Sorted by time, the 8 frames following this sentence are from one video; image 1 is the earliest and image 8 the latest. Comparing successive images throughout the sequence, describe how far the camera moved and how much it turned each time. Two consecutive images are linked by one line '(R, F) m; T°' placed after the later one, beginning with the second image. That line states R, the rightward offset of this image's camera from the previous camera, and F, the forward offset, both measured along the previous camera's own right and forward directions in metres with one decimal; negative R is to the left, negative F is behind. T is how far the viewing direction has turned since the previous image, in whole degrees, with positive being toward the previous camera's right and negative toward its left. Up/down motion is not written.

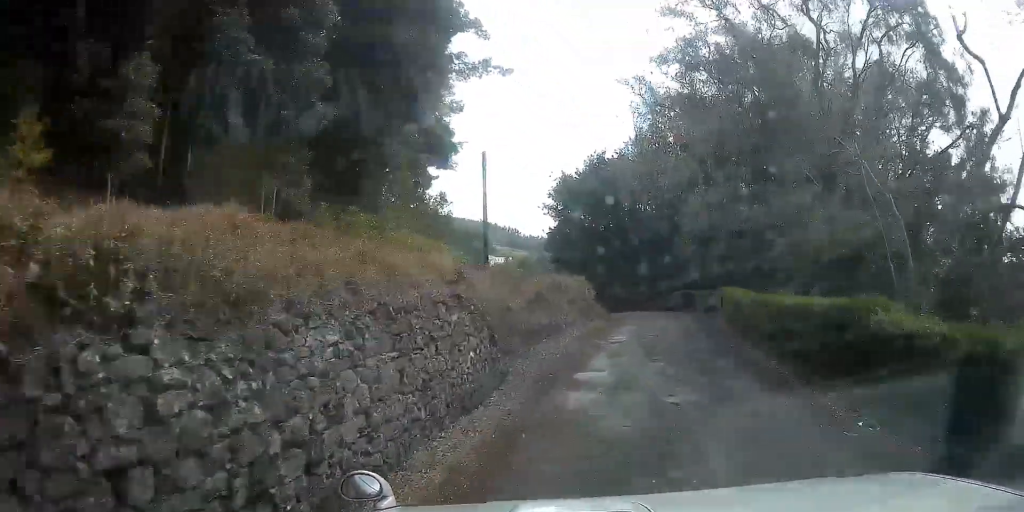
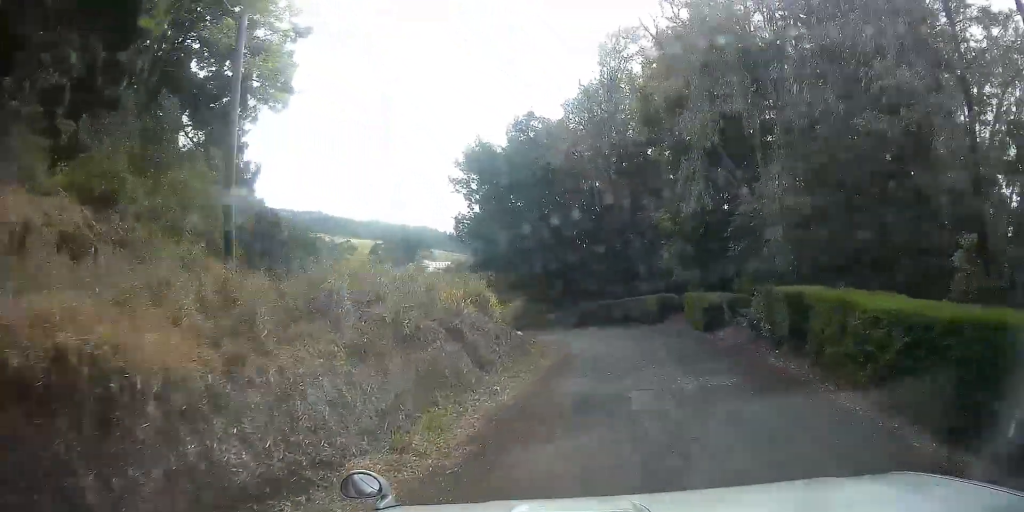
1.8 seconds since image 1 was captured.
(+0.9, +16.2) m; +4°
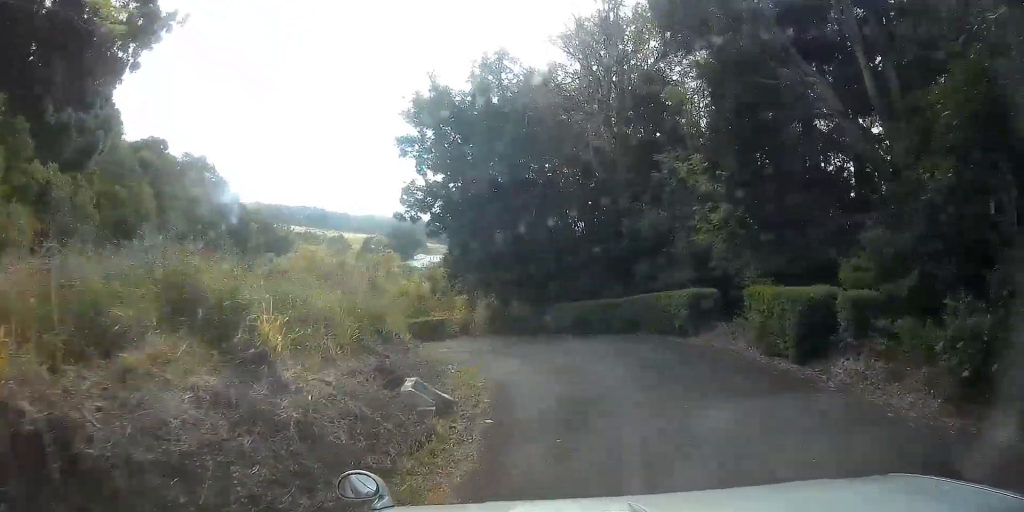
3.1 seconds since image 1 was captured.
(-0.2, +10.0) m; -4°
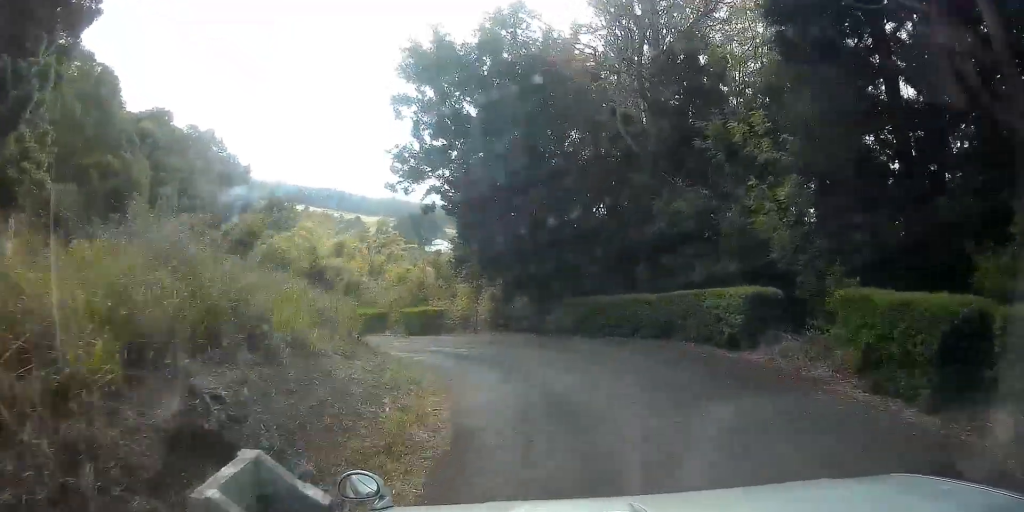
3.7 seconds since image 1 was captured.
(-0.1, +4.5) m; -3°
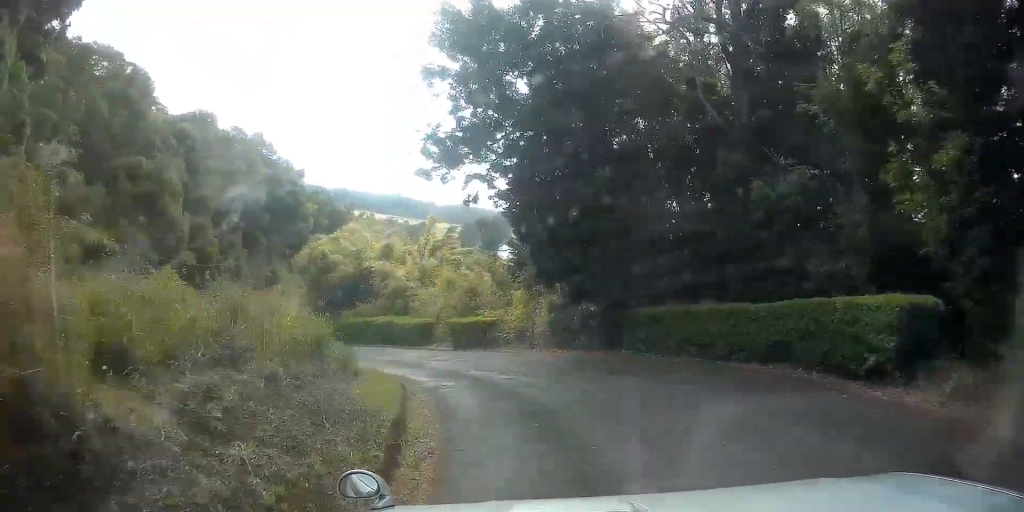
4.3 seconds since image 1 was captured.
(-0.1, +4.5) m; -6°
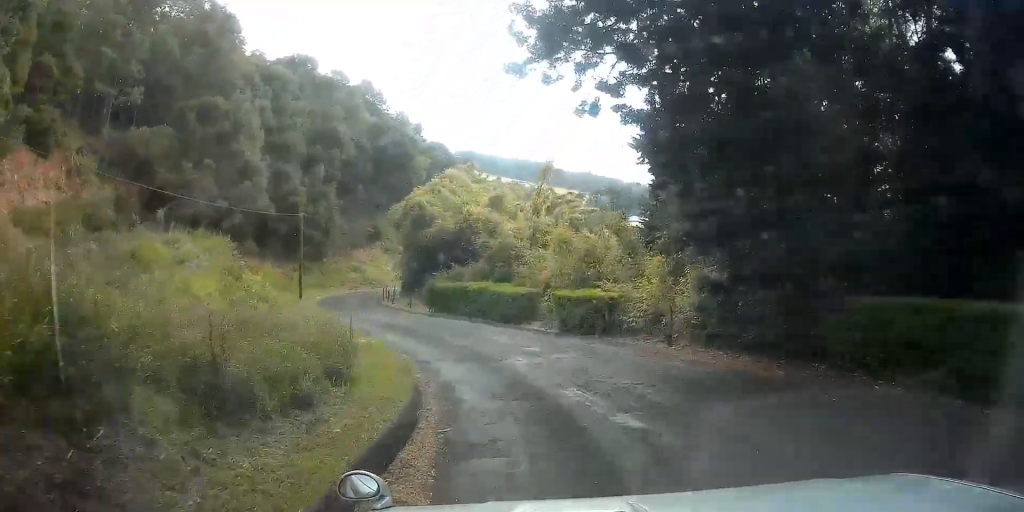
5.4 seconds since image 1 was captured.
(-0.7, +7.3) m; -10°
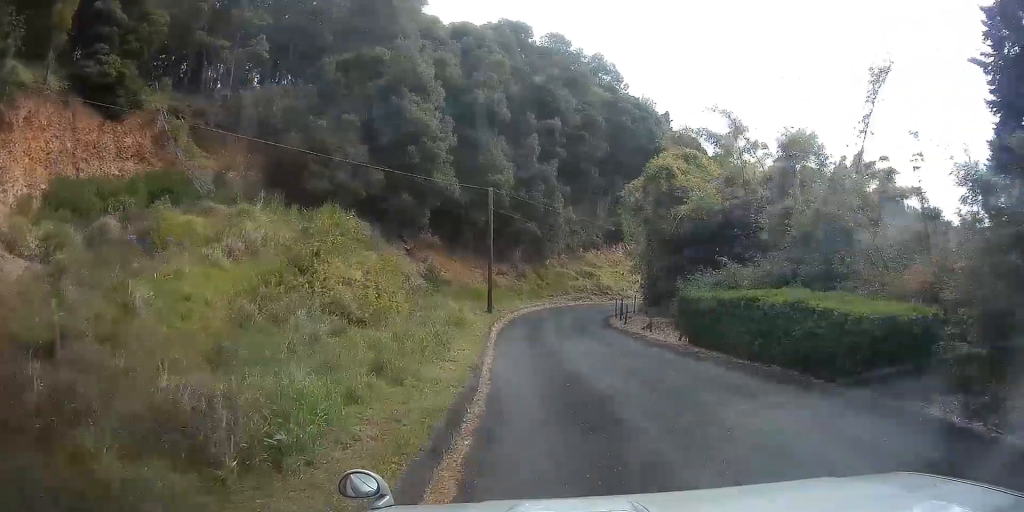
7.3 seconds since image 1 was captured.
(-2.4, +13.5) m; -22°
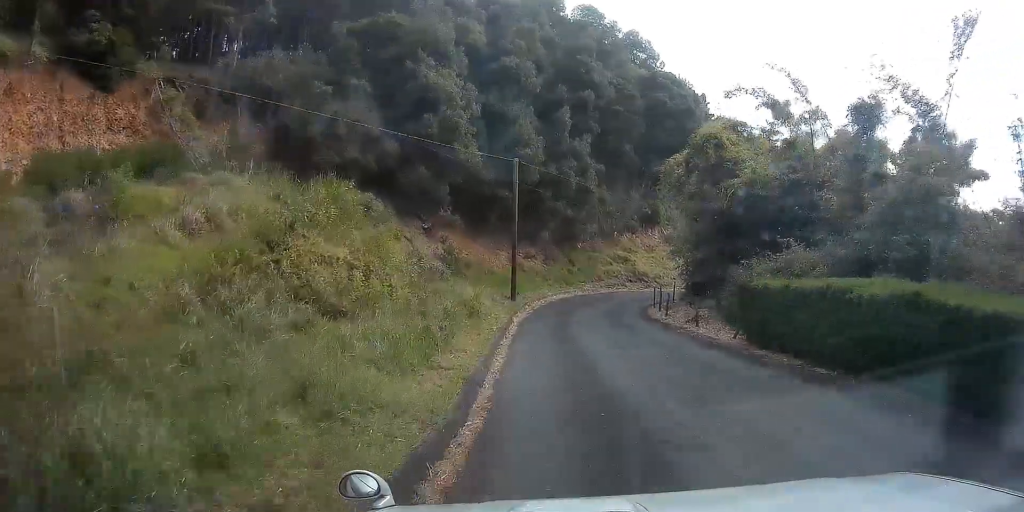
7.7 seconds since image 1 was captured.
(-0.1, +3.1) m; -5°
